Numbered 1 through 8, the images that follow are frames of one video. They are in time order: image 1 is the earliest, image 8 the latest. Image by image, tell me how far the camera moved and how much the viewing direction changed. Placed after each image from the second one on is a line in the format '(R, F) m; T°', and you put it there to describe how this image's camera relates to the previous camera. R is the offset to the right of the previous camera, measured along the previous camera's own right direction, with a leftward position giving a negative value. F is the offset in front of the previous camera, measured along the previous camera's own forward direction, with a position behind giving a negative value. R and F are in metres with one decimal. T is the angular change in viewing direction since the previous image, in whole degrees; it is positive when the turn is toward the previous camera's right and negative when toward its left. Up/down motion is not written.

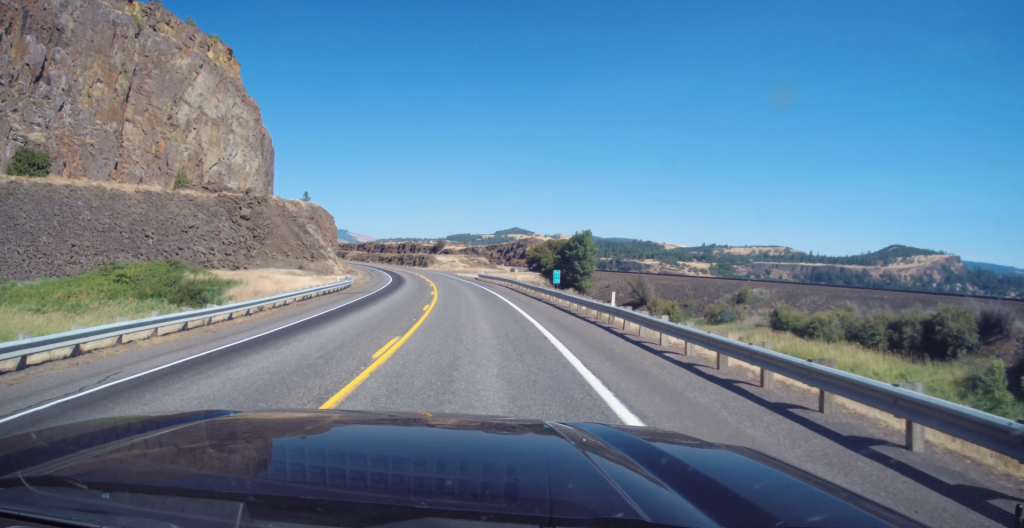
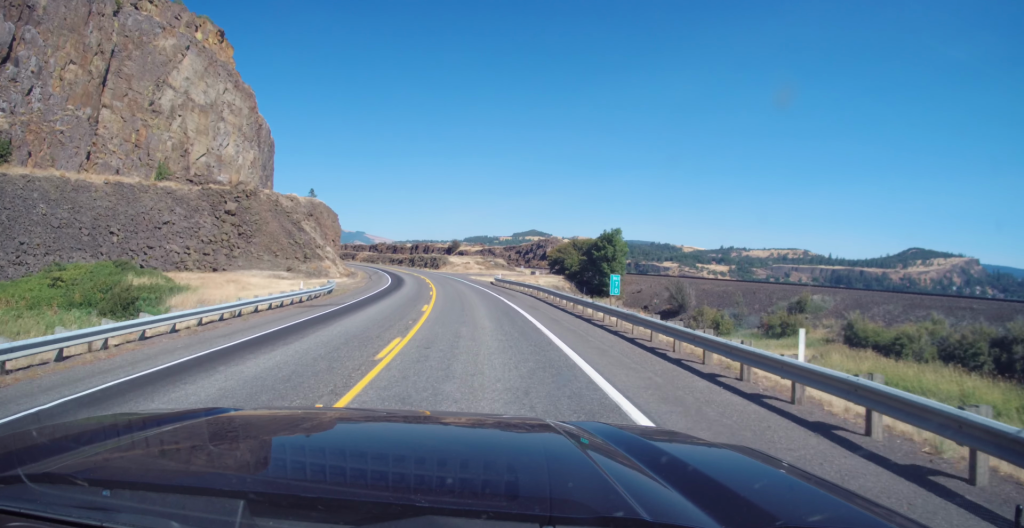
(+0.1, +12.3) m; -2°
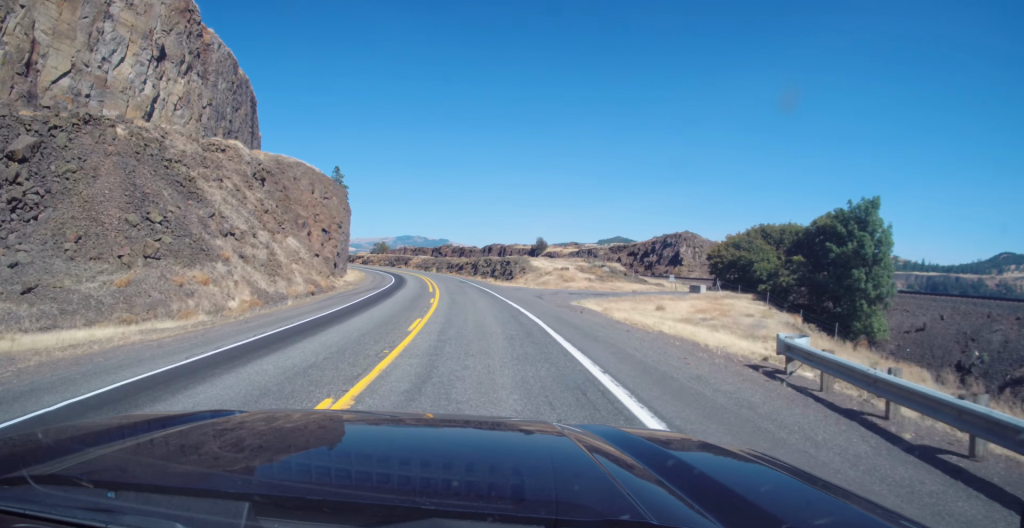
(-3.4, +55.5) m; -7°
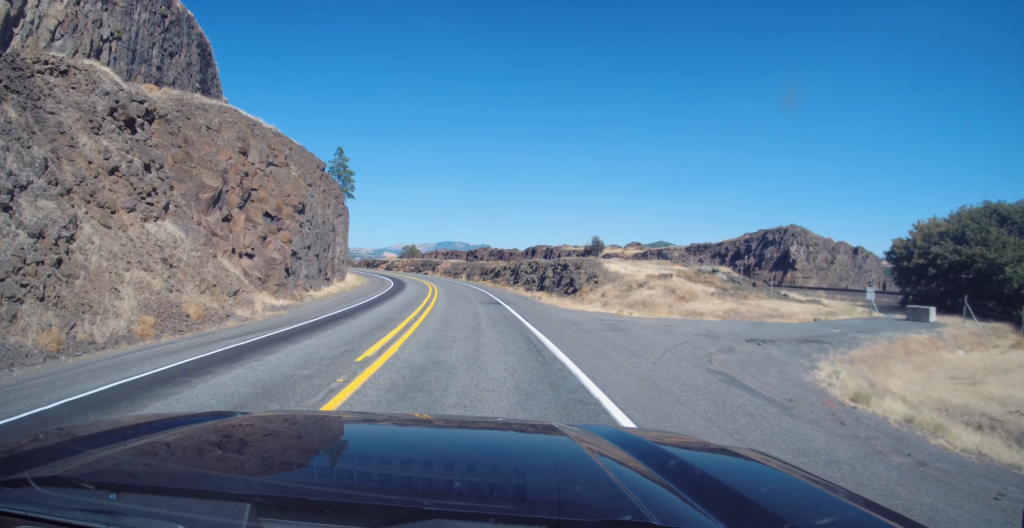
(-1.1, +28.9) m; -4°
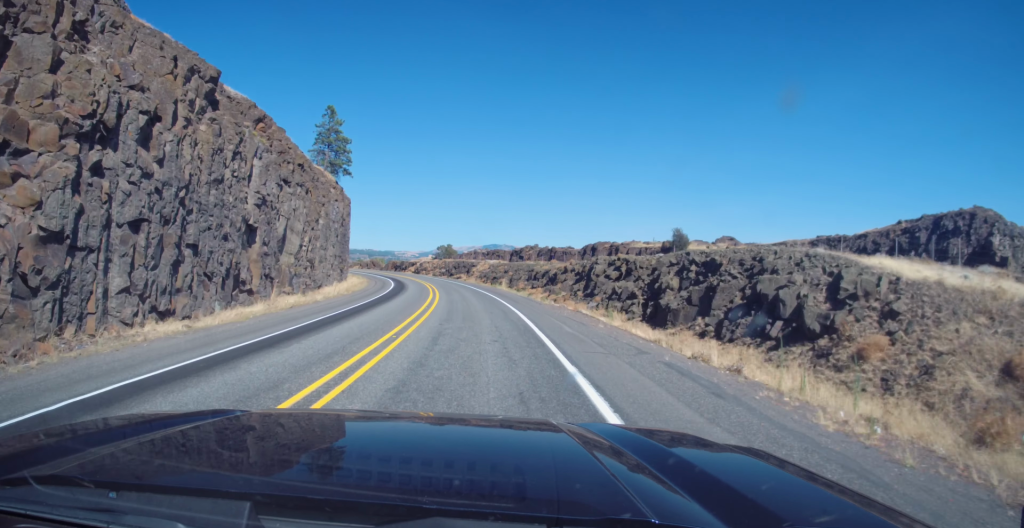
(-1.1, +29.8) m; -4°
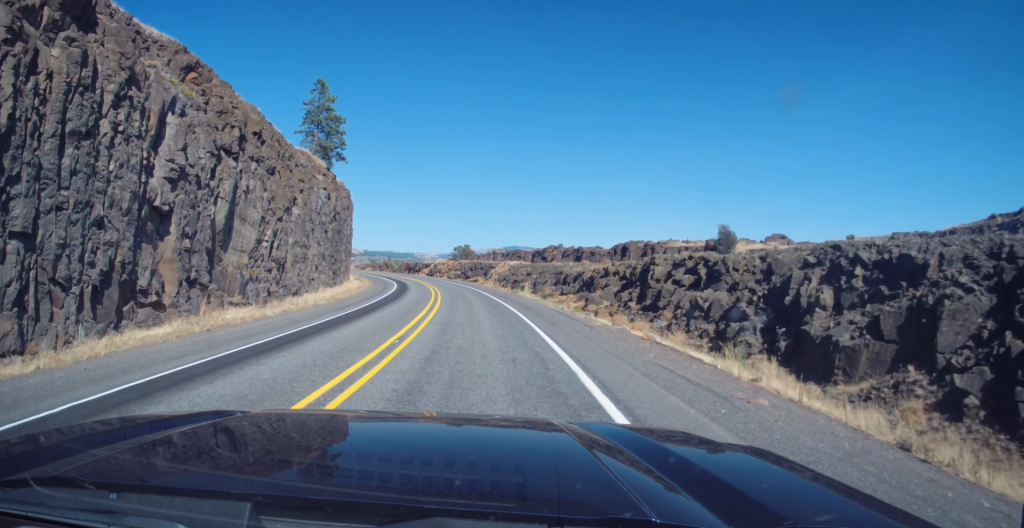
(-0.2, +12.3) m; -1°
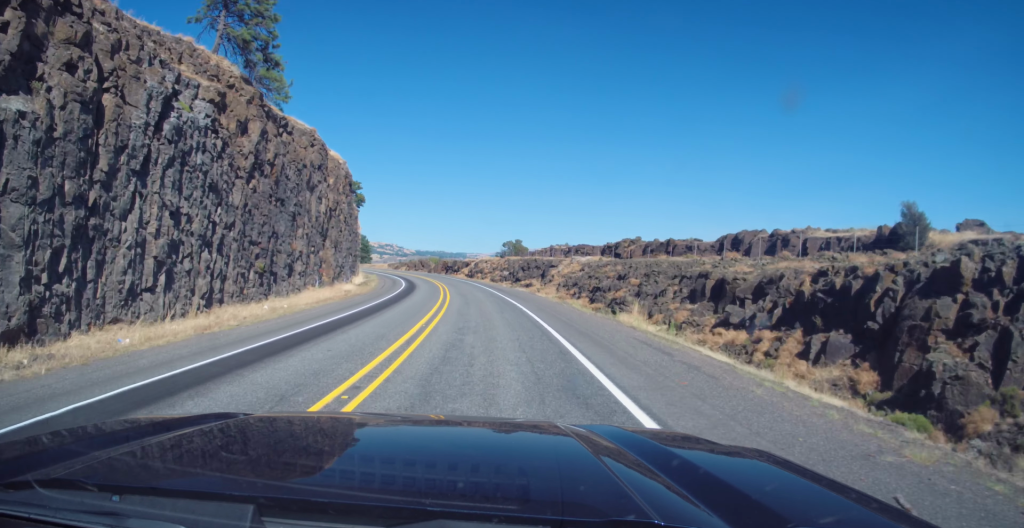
(-1.1, +32.2) m; -4°
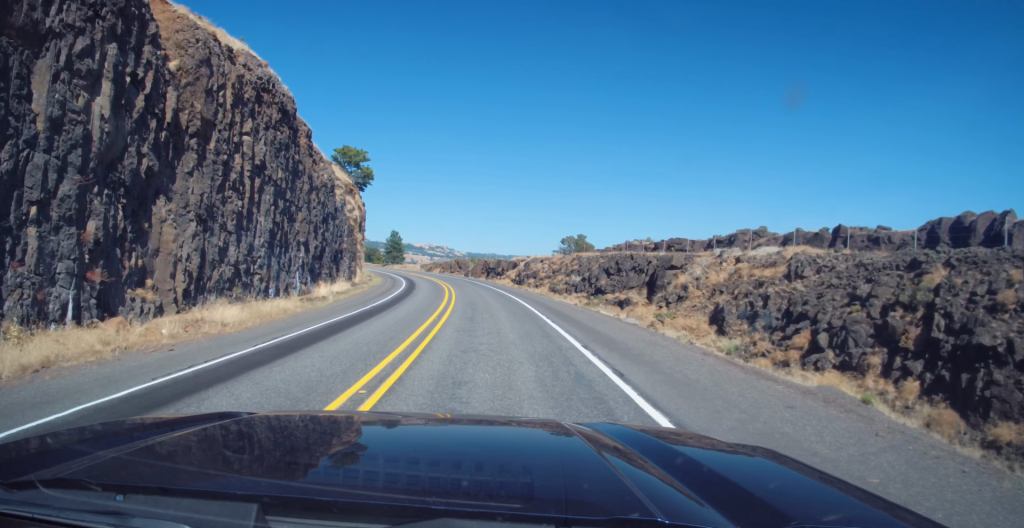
(-1.7, +35.4) m; -4°
